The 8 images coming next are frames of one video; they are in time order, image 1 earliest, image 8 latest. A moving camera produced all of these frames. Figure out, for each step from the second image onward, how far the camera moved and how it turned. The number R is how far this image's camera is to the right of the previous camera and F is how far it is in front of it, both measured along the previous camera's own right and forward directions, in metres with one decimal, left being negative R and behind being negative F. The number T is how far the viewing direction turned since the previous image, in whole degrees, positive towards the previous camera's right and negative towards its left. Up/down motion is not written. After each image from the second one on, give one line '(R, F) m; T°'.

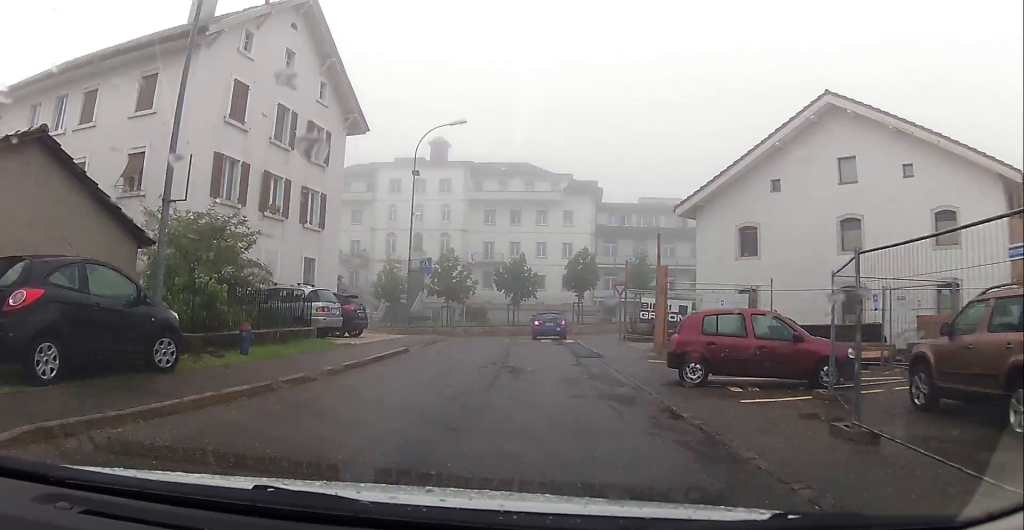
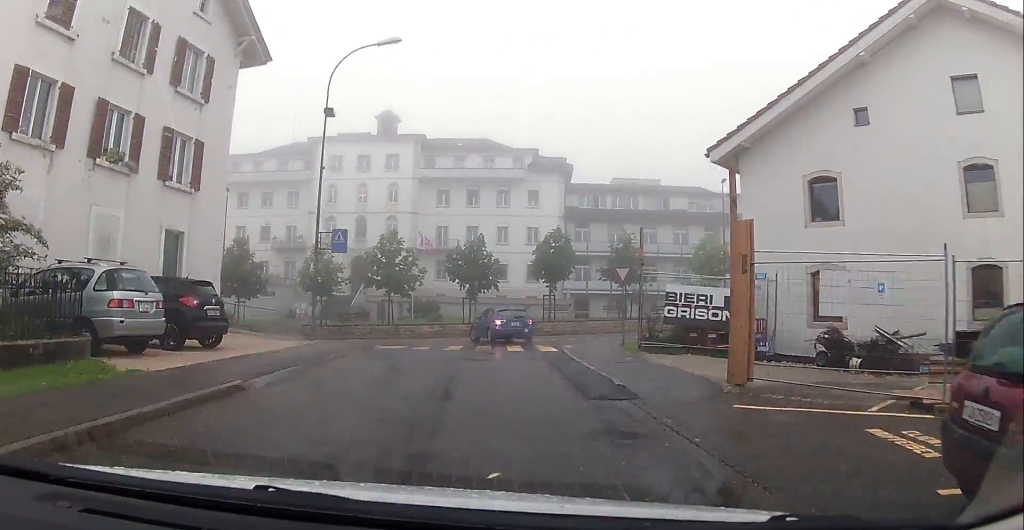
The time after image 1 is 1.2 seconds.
(+1.1, +9.9) m; +4°
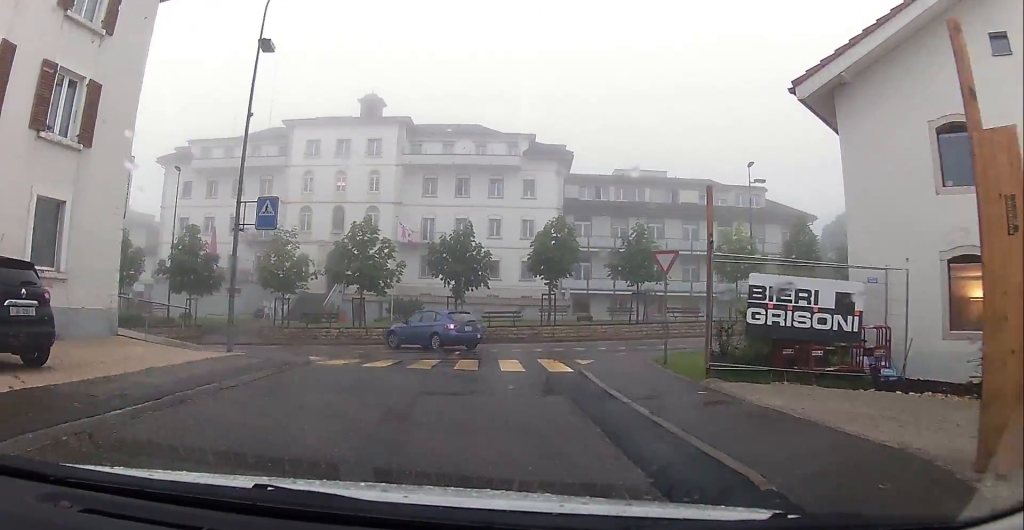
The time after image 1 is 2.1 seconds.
(-0.1, +6.6) m; -3°
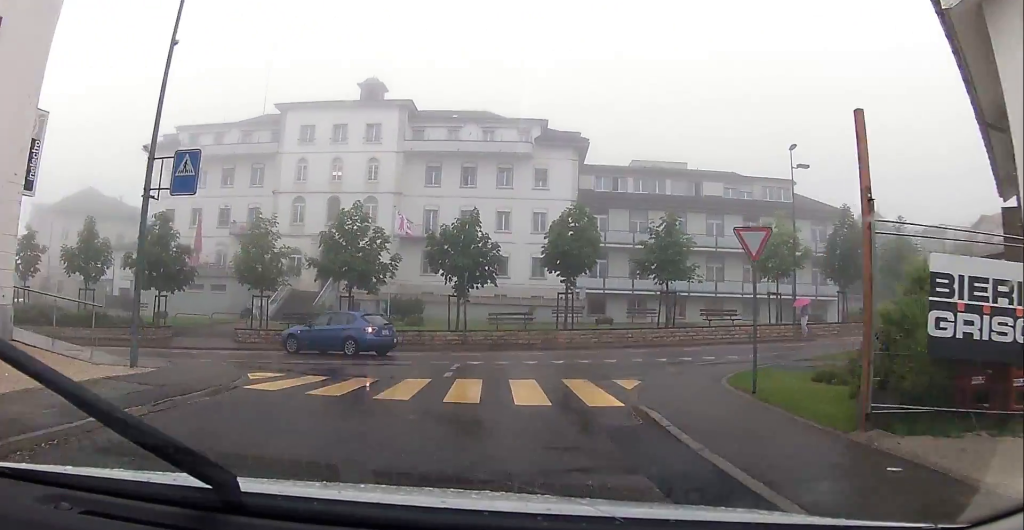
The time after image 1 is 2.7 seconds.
(-0.2, +5.1) m; -1°
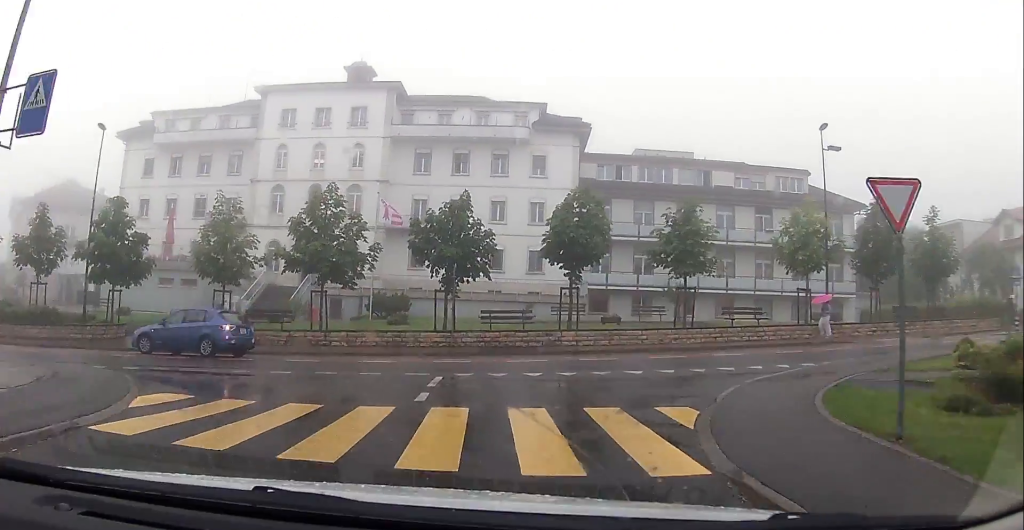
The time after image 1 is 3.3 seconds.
(0.0, +4.4) m; -1°
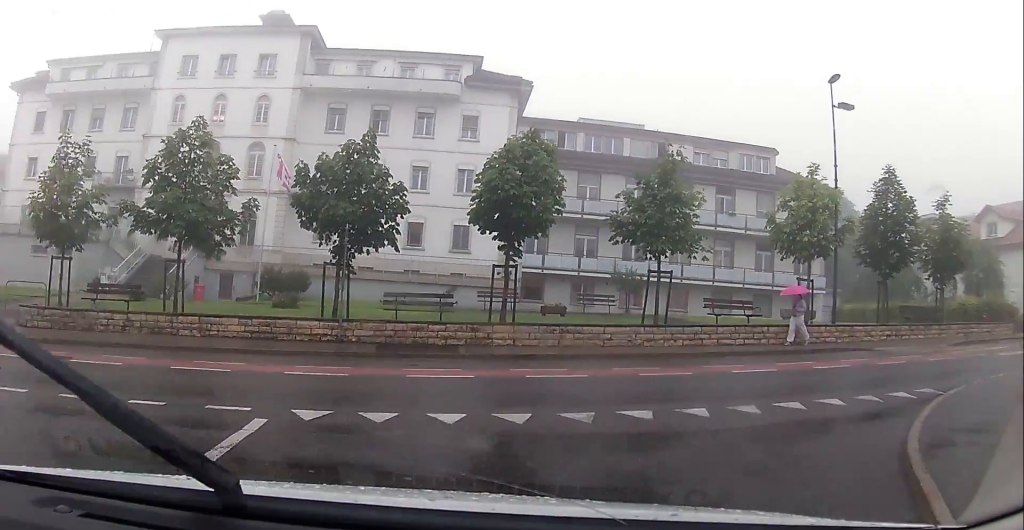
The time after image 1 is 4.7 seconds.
(-0.2, +8.2) m; +2°
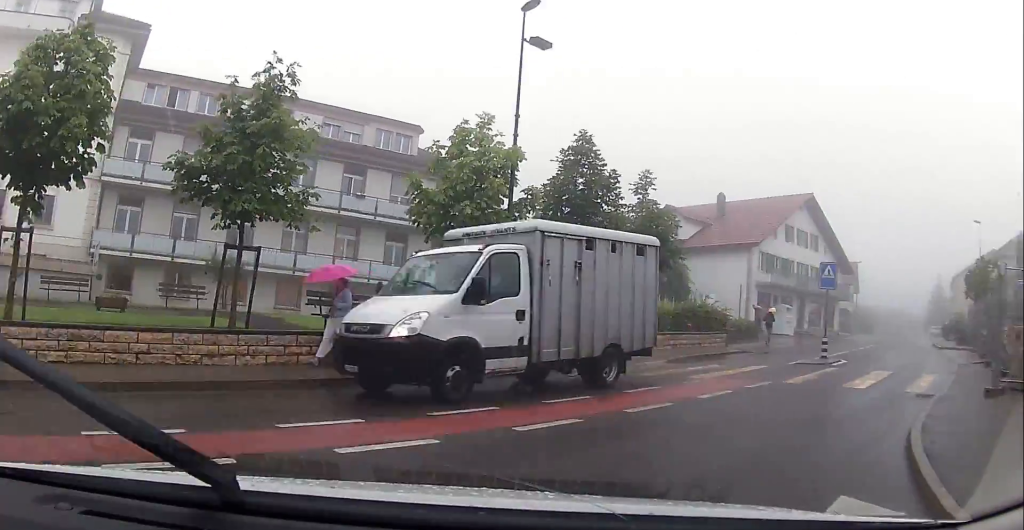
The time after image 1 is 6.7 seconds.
(+2.6, +7.3) m; +46°
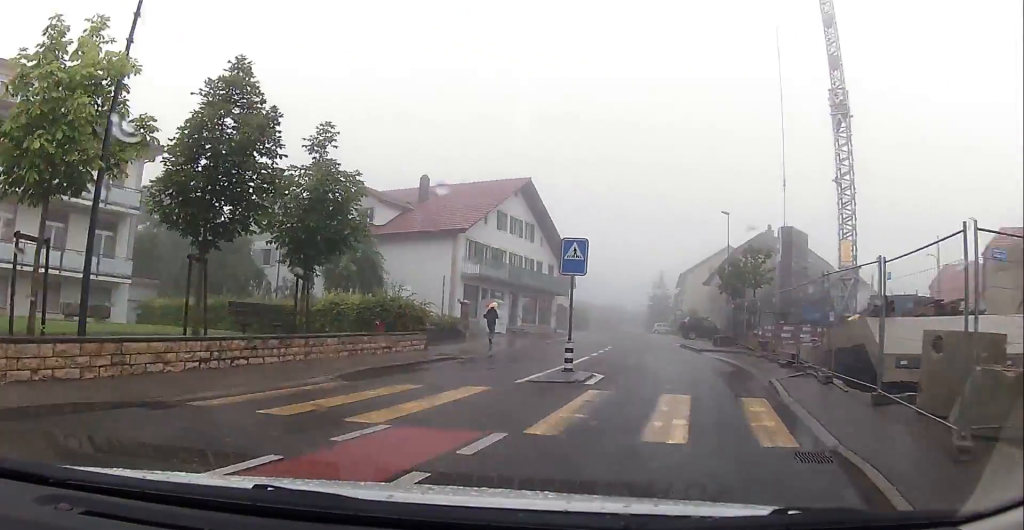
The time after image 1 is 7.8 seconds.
(+0.9, +5.1) m; +15°
